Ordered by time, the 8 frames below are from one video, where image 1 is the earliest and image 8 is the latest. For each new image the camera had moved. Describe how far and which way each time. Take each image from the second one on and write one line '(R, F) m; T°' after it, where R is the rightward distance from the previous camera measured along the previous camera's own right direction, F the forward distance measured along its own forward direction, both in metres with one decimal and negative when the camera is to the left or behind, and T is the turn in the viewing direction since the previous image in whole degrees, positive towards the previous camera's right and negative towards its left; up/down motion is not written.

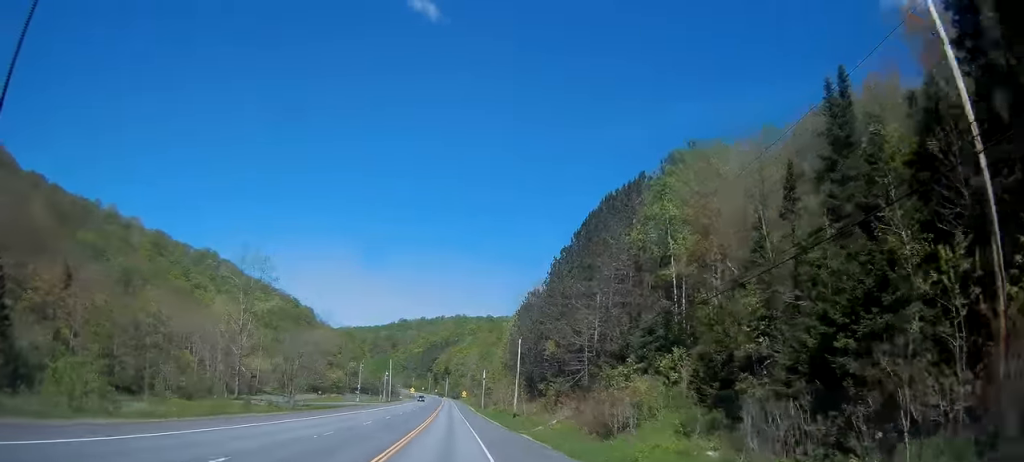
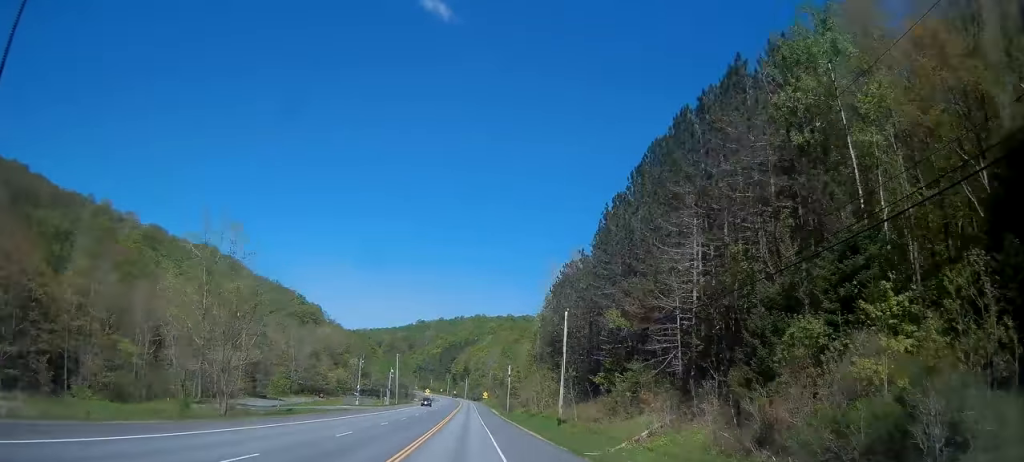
(-0.2, +22.9) m; -1°
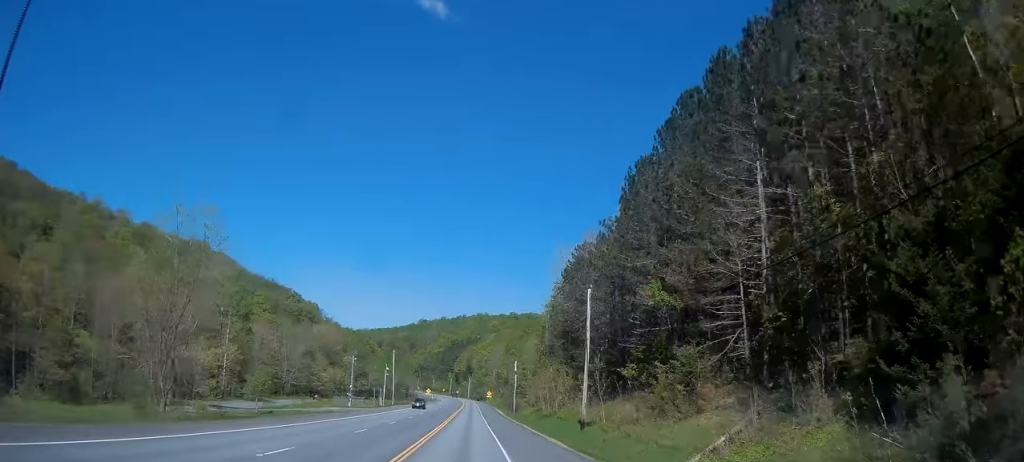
(-0.1, +9.6) m; 0°
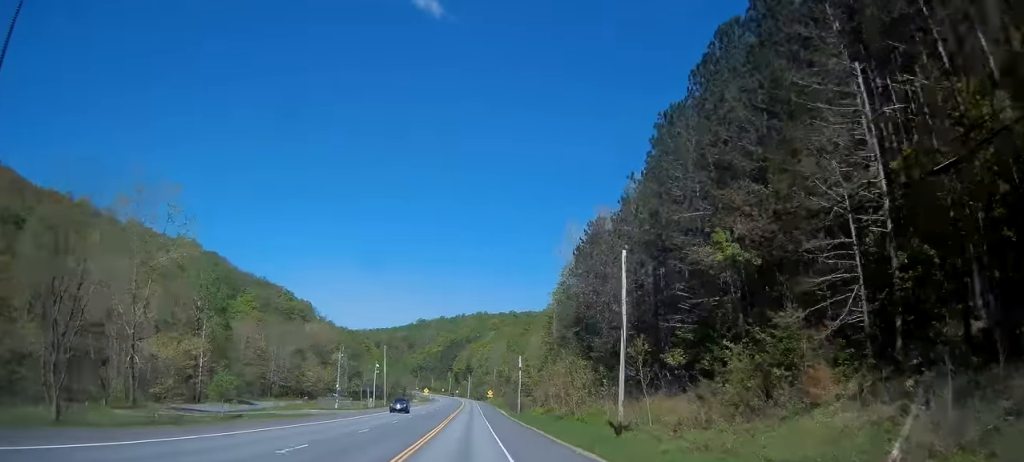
(0.0, +10.3) m; -1°
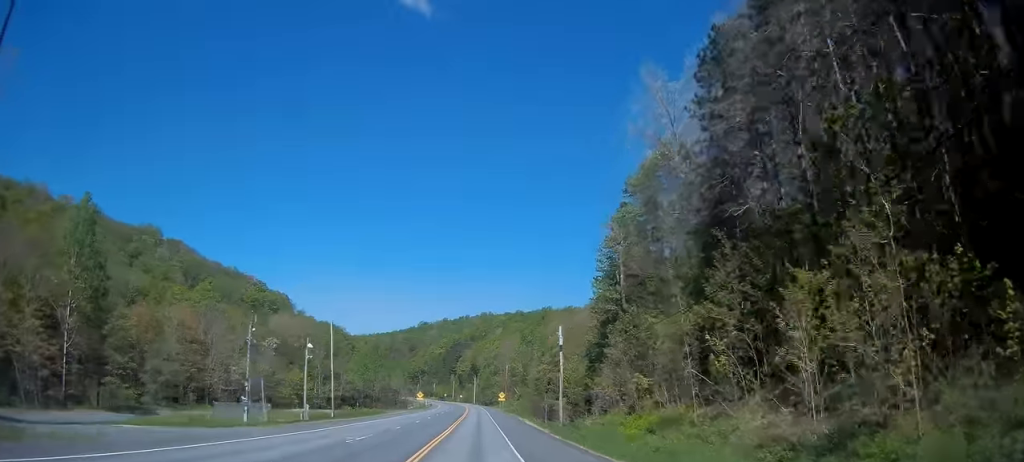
(-0.9, +40.1) m; -1°
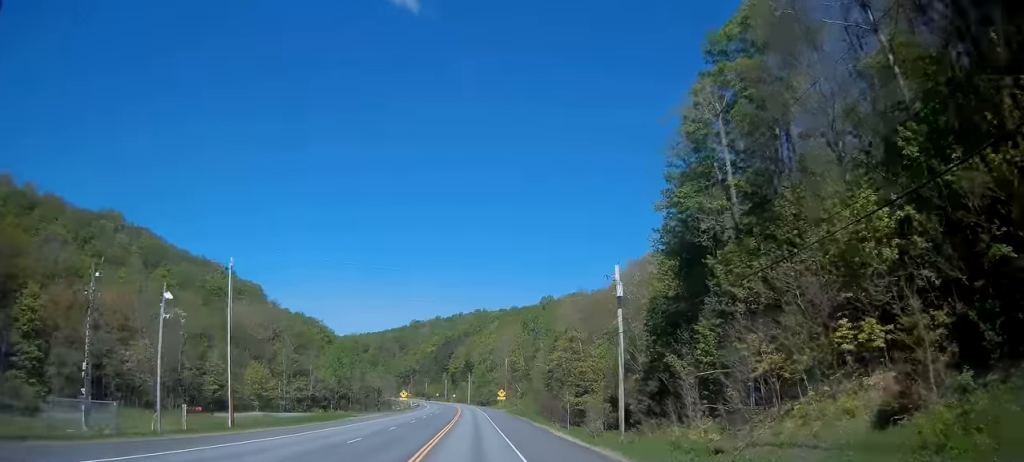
(+0.4, +24.8) m; +1°
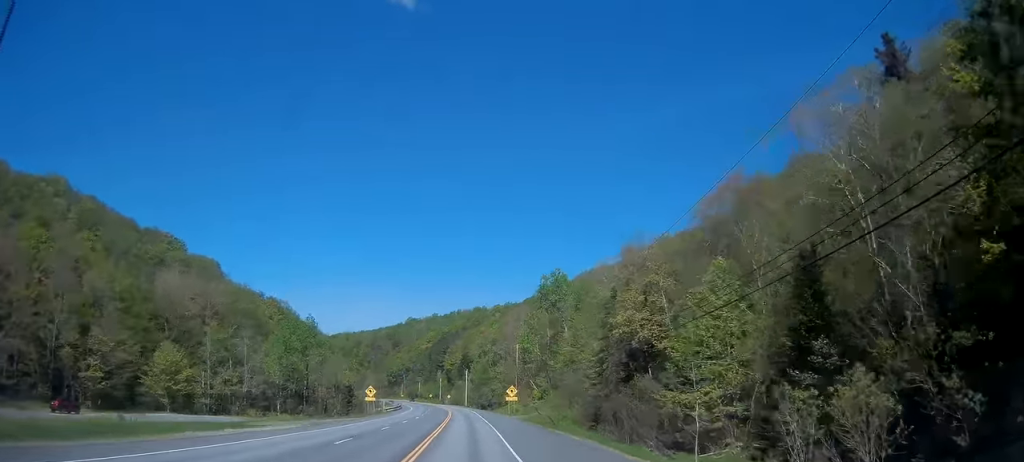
(+0.1, +37.5) m; -1°
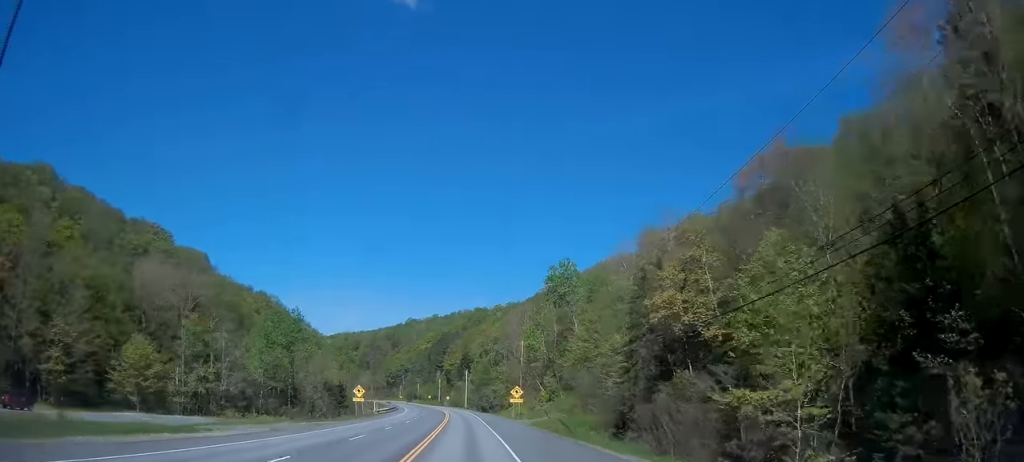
(-0.1, +8.9) m; 0°
